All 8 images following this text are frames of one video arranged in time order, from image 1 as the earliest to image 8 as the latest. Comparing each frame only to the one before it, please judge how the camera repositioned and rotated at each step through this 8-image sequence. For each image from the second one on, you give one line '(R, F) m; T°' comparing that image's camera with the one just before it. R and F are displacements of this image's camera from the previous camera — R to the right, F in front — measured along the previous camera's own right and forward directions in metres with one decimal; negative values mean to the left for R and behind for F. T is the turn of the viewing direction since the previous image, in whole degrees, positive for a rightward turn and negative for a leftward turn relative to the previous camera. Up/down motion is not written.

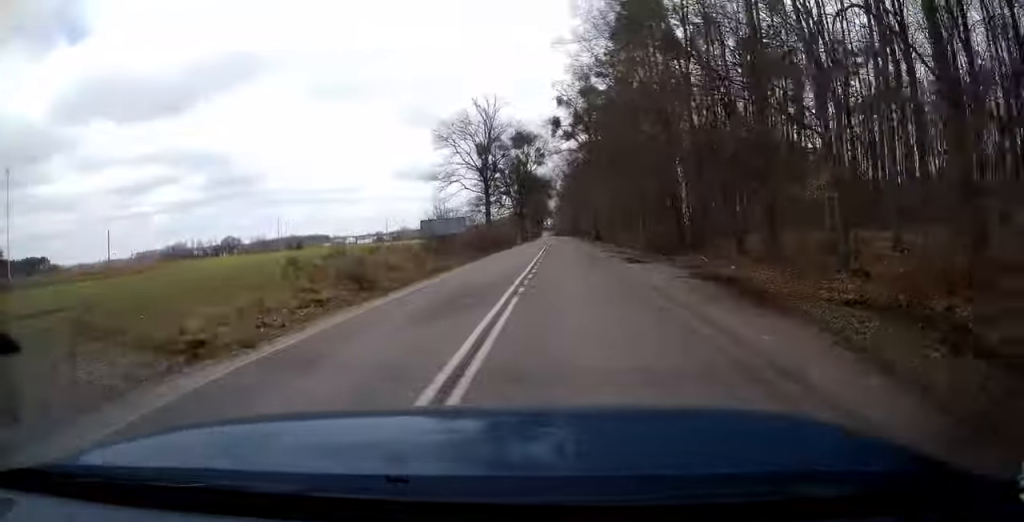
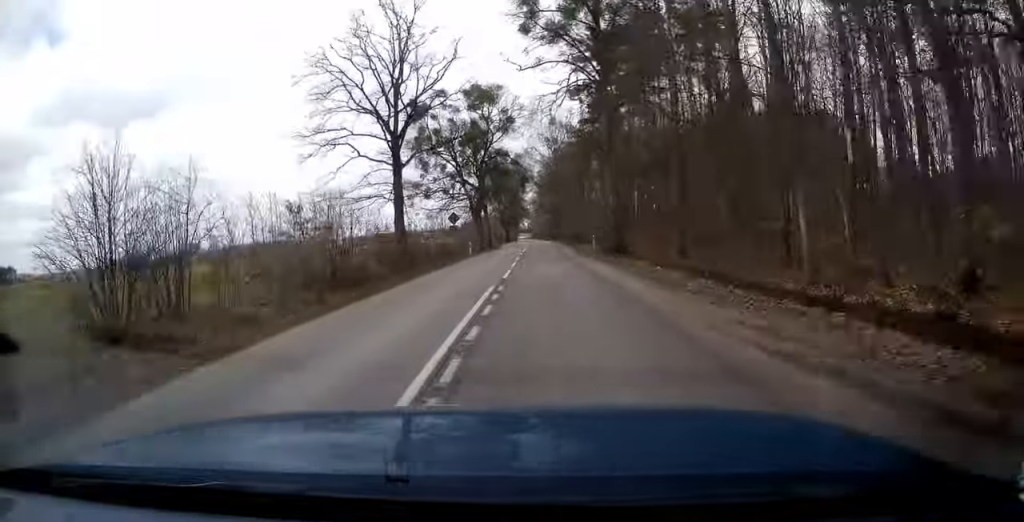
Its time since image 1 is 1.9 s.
(+4.0, +34.0) m; +5°
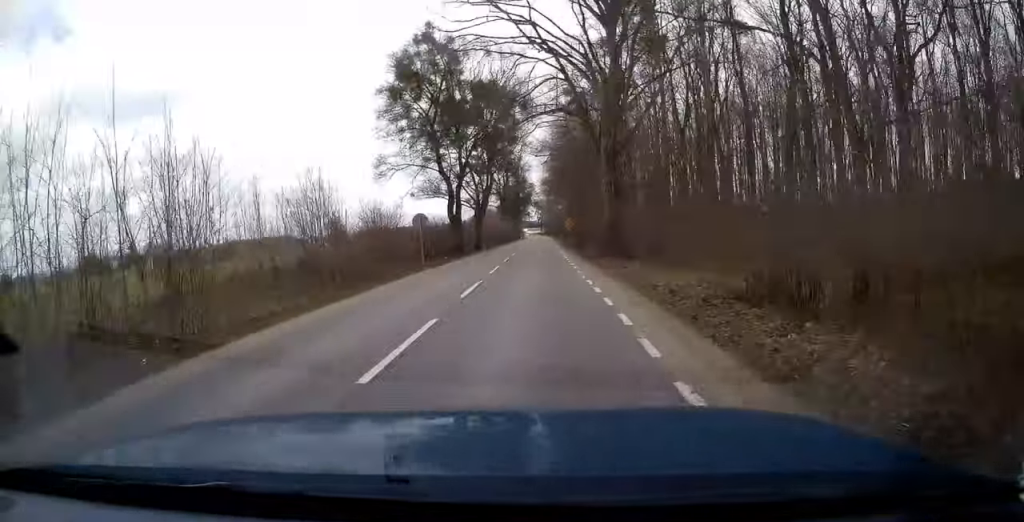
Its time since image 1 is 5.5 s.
(+1.2, +74.7) m; 0°
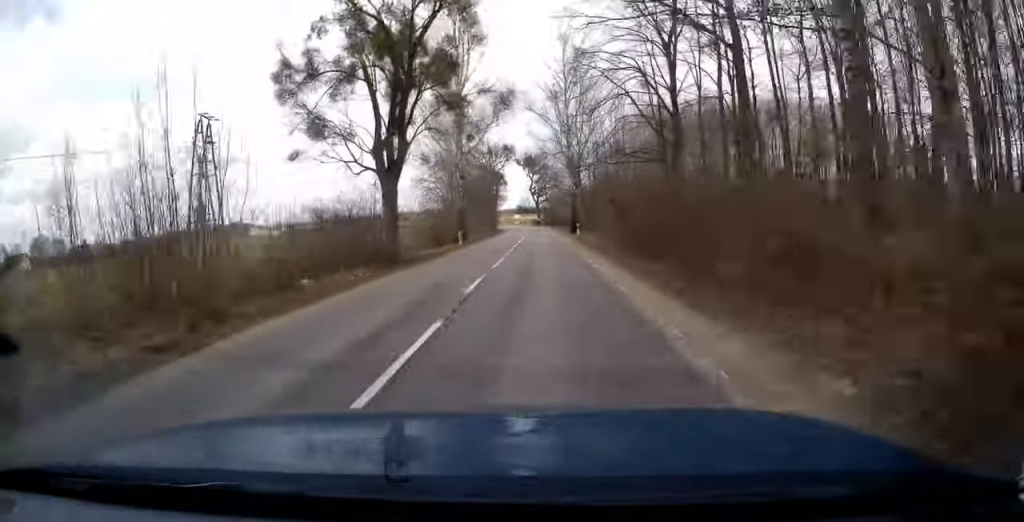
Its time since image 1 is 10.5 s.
(+0.2, +116.6) m; -1°
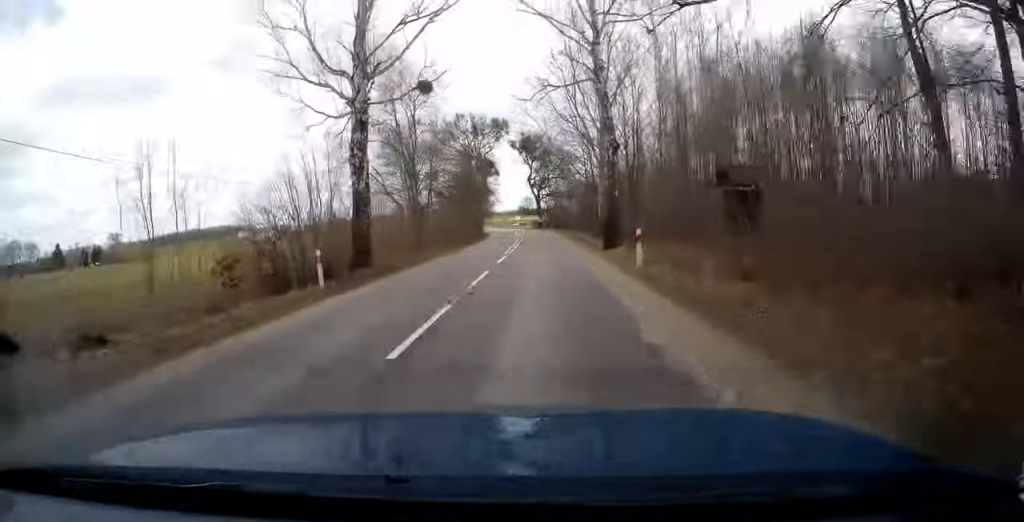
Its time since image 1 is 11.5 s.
(-0.4, +27.7) m; -1°
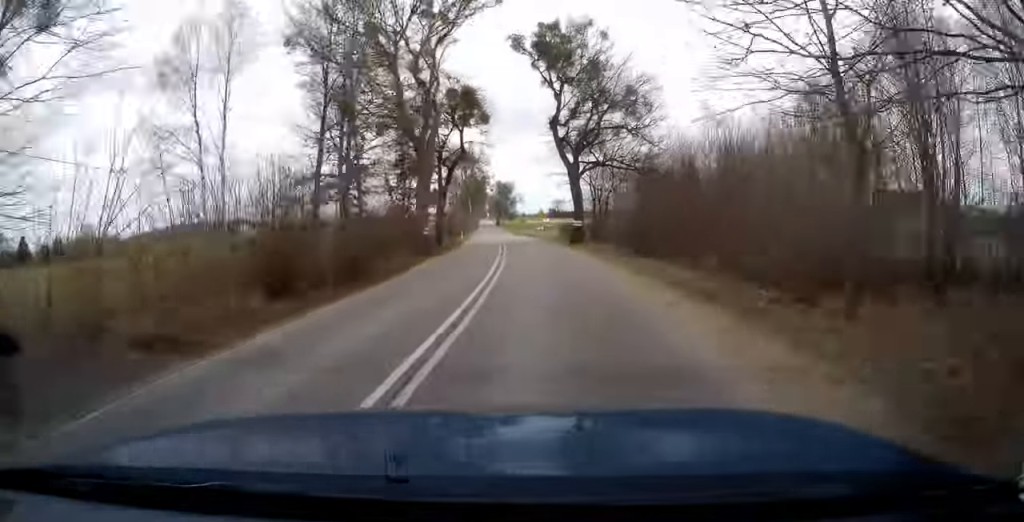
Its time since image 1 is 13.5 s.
(-1.1, +50.7) m; -3°
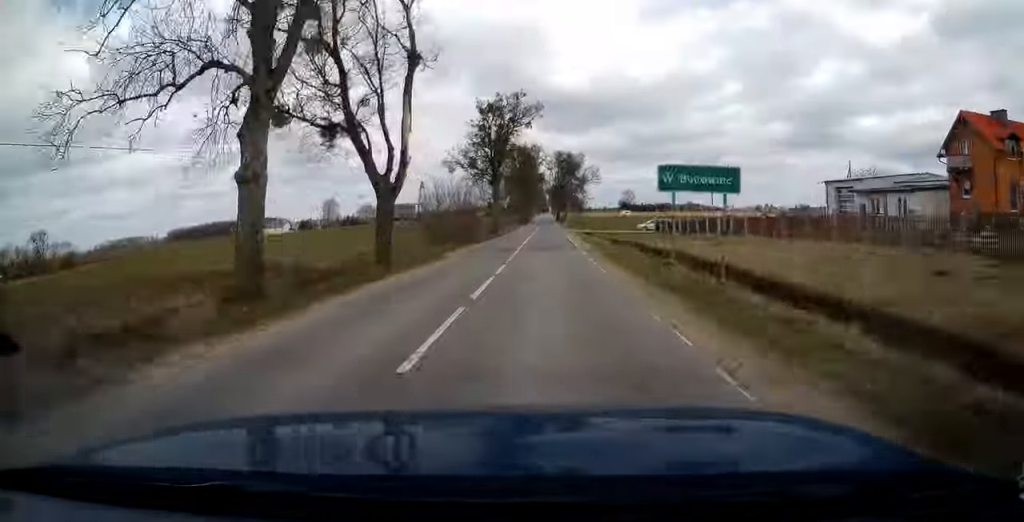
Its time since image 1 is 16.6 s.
(-3.9, +83.6) m; -4°
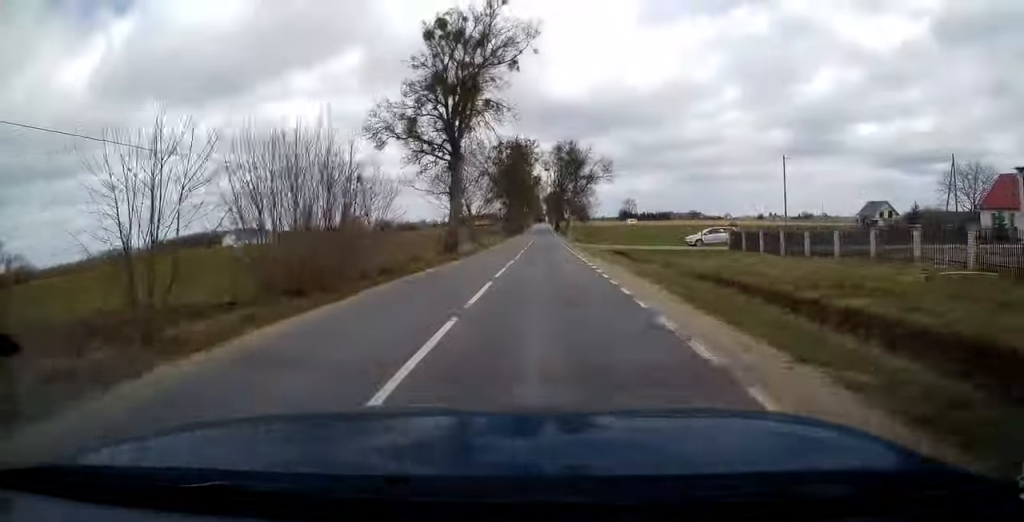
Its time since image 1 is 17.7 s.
(-0.4, +28.5) m; -1°
